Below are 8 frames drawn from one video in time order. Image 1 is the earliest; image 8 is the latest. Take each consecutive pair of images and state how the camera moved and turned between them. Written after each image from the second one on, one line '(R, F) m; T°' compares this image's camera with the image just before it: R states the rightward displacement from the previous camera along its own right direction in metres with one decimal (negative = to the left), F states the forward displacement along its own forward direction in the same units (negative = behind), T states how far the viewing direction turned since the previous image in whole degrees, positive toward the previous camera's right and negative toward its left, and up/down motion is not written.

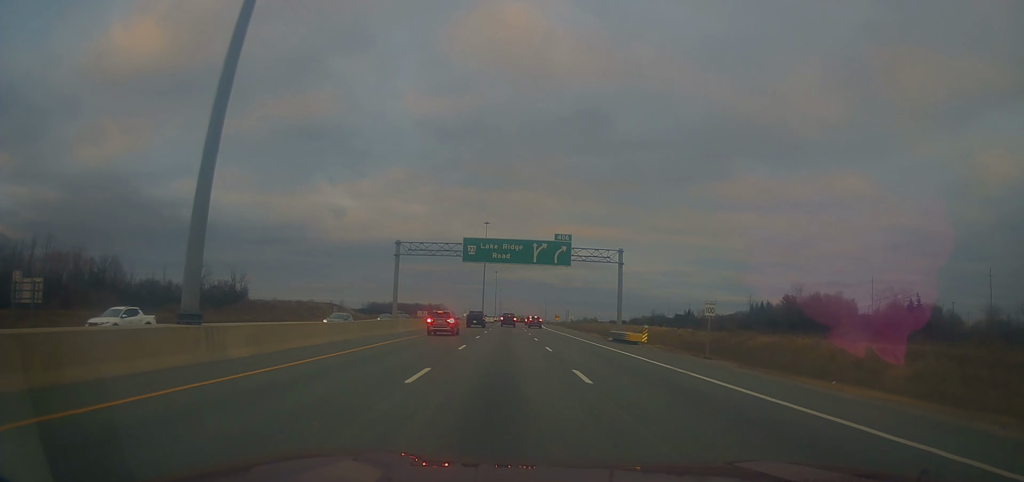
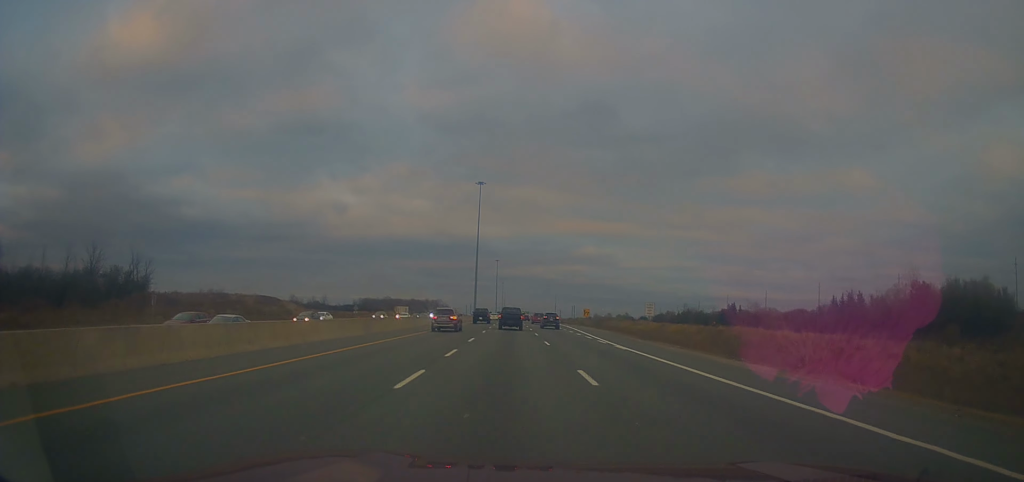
(+0.6, +58.6) m; +1°
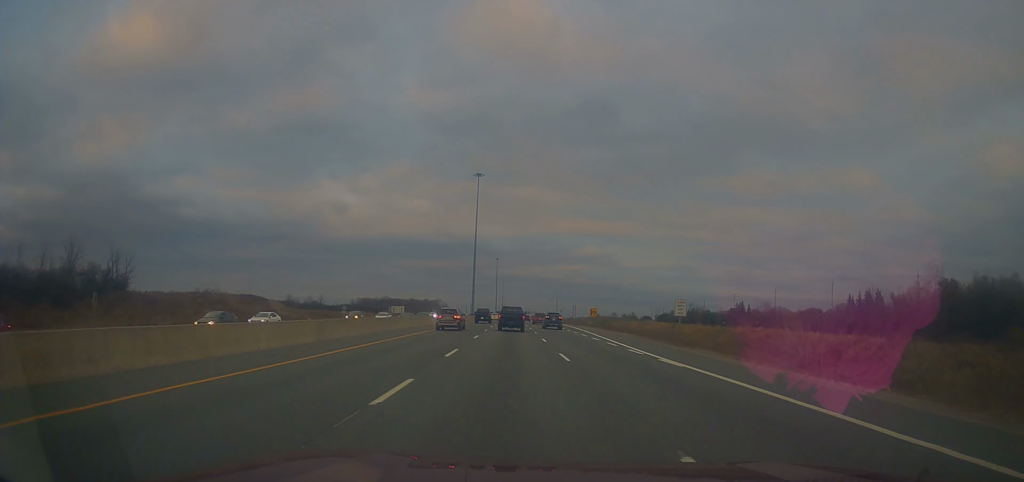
(-0.2, +8.2) m; 0°
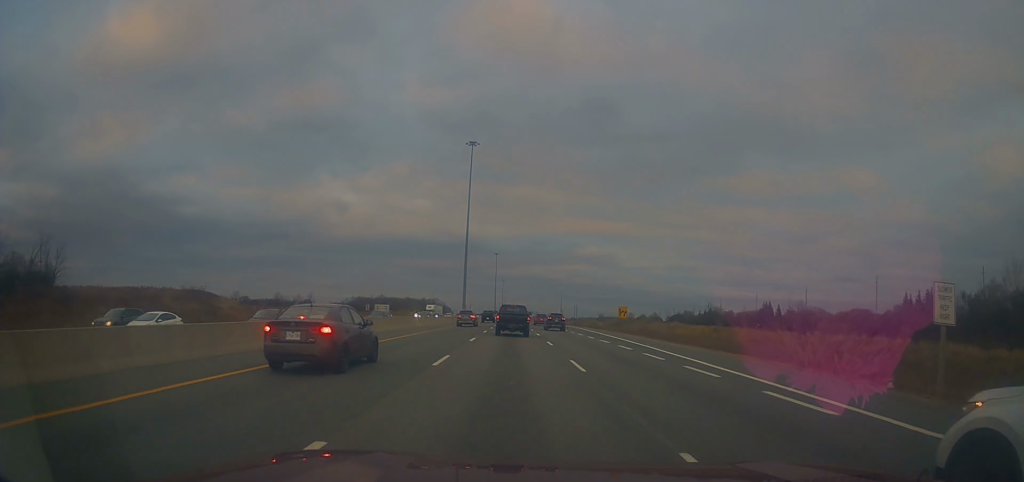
(-0.1, +25.9) m; 0°
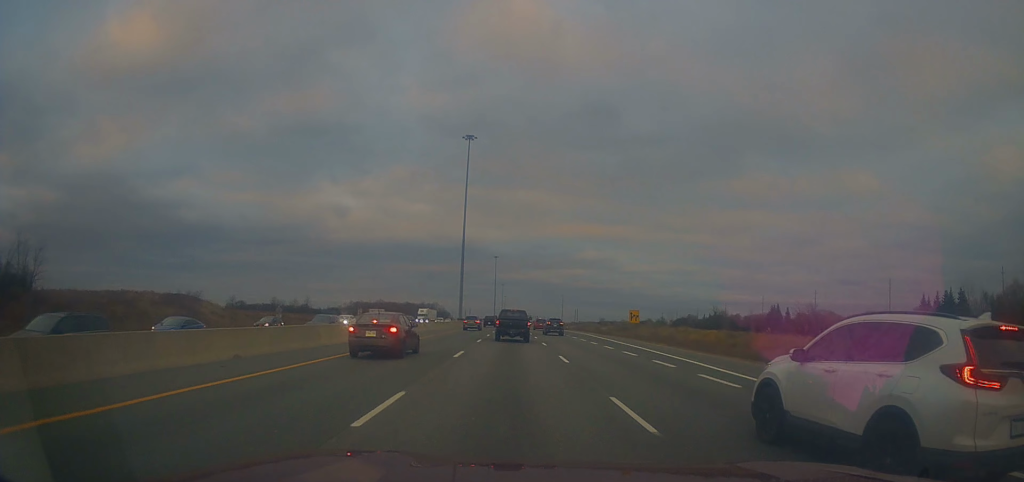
(-0.1, +7.0) m; -1°
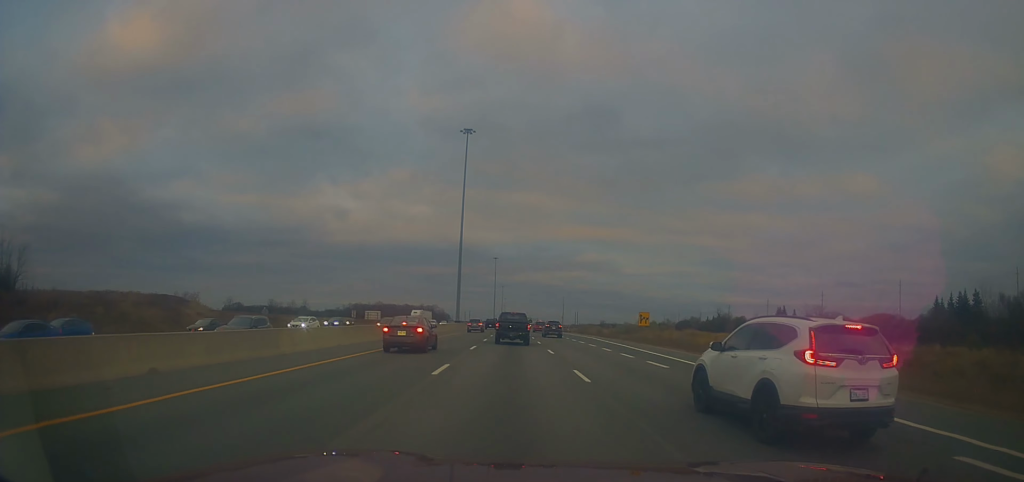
(0.0, +5.2) m; -1°
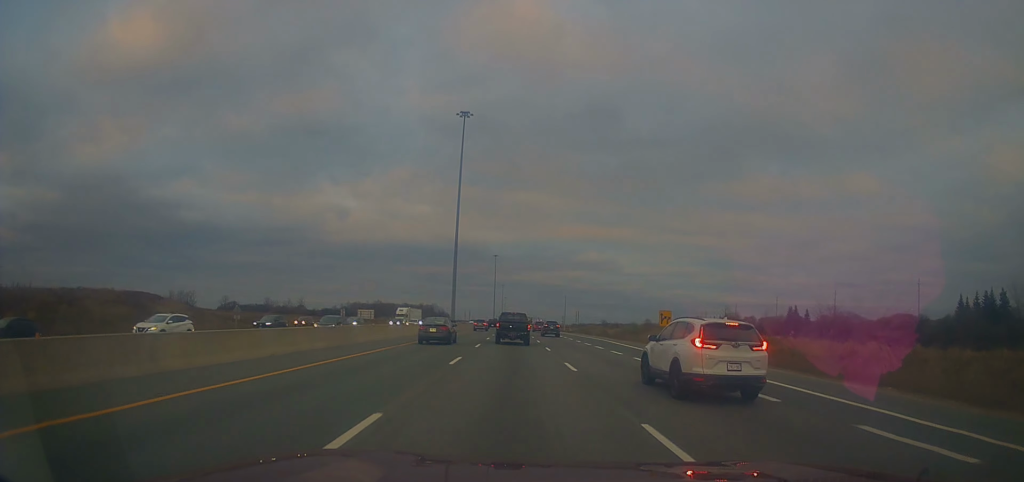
(-0.2, +8.8) m; -1°
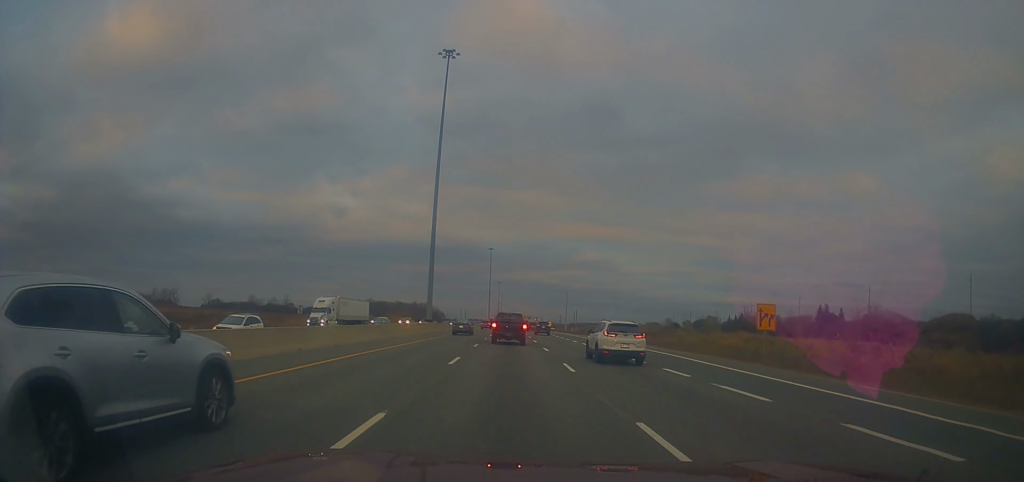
(+0.4, +23.3) m; +3°
